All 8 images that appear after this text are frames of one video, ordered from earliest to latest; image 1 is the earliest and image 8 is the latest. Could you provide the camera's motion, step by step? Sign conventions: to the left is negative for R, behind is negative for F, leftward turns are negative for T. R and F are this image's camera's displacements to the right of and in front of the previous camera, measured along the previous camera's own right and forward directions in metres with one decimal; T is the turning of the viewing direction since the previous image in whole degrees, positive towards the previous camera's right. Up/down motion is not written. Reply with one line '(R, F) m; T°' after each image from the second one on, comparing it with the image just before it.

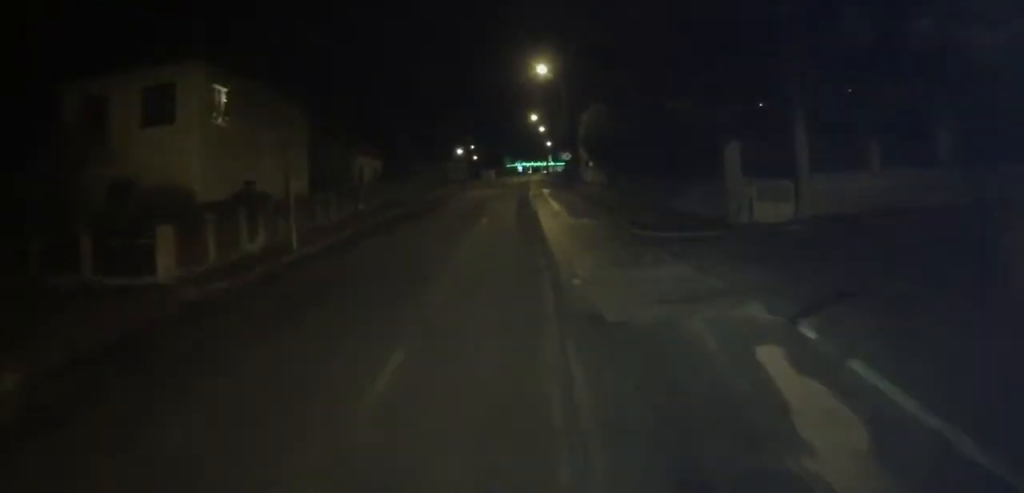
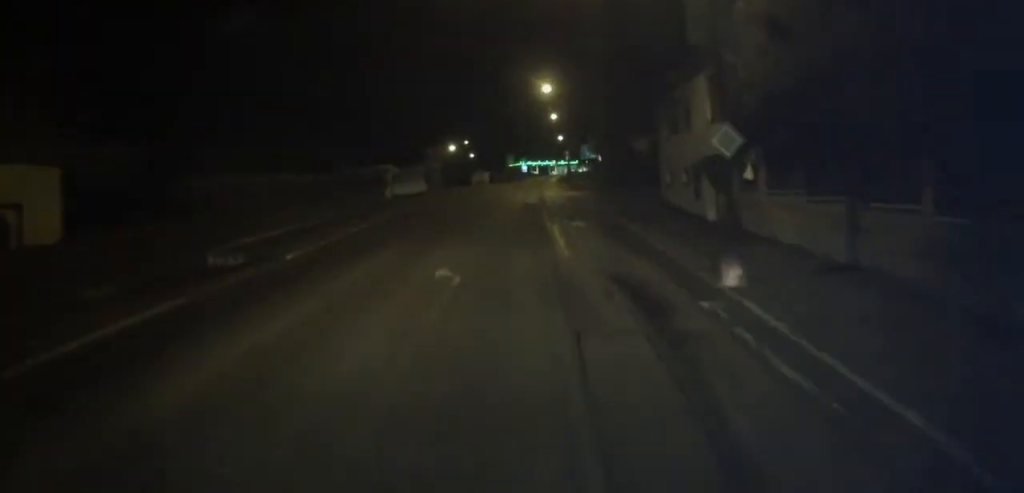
(0.0, +40.2) m; 0°
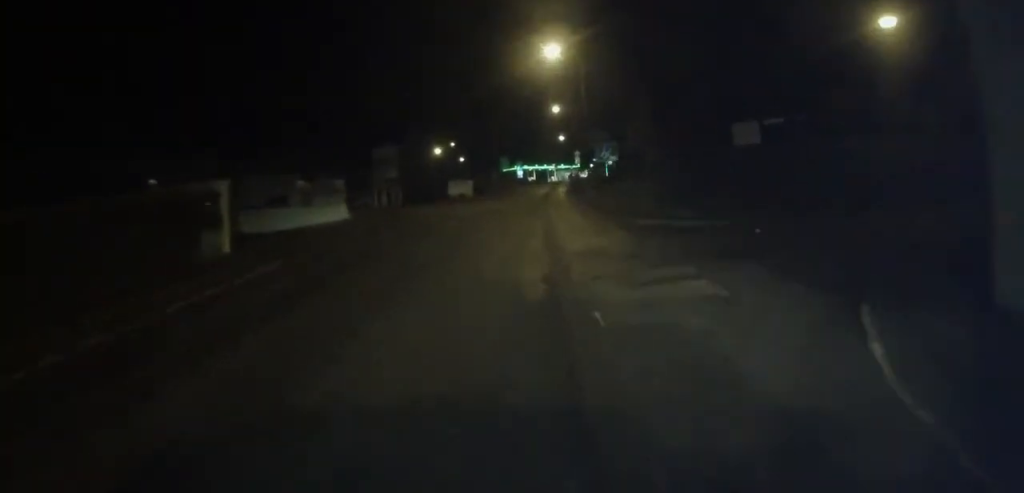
(-0.1, +22.8) m; +1°
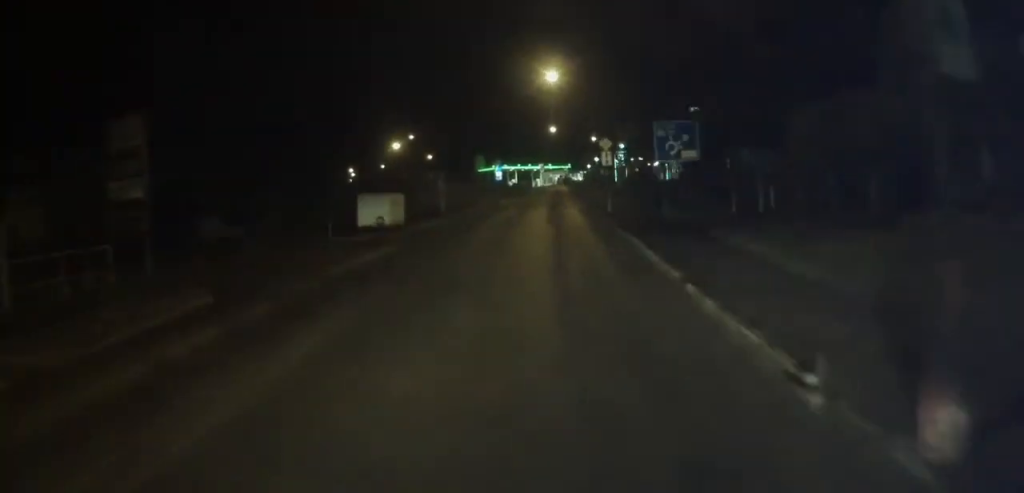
(-0.1, +33.1) m; +1°
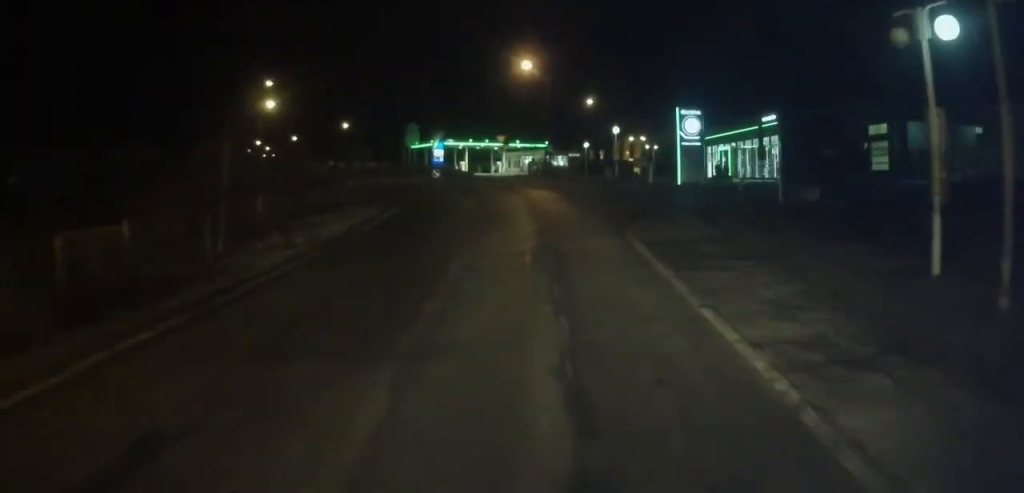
(+0.9, +47.0) m; 0°
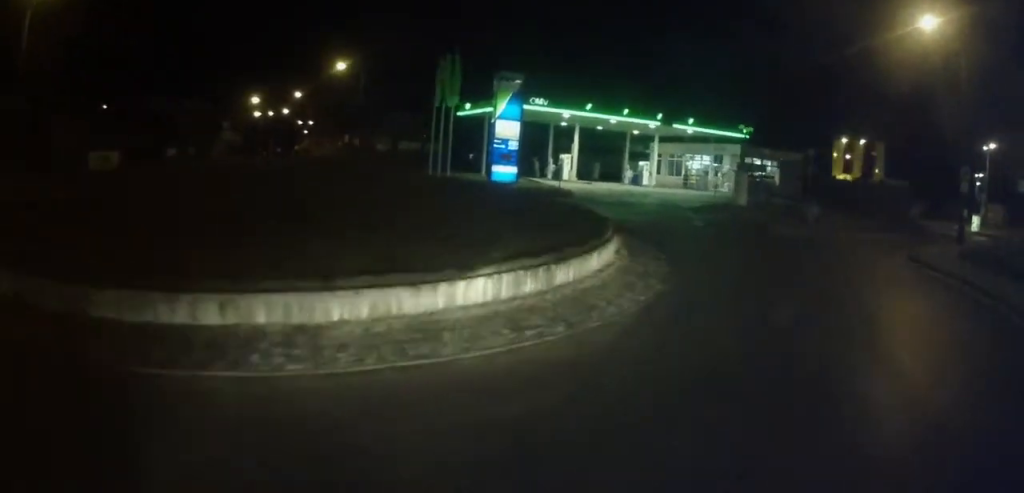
(-0.7, +54.2) m; +3°
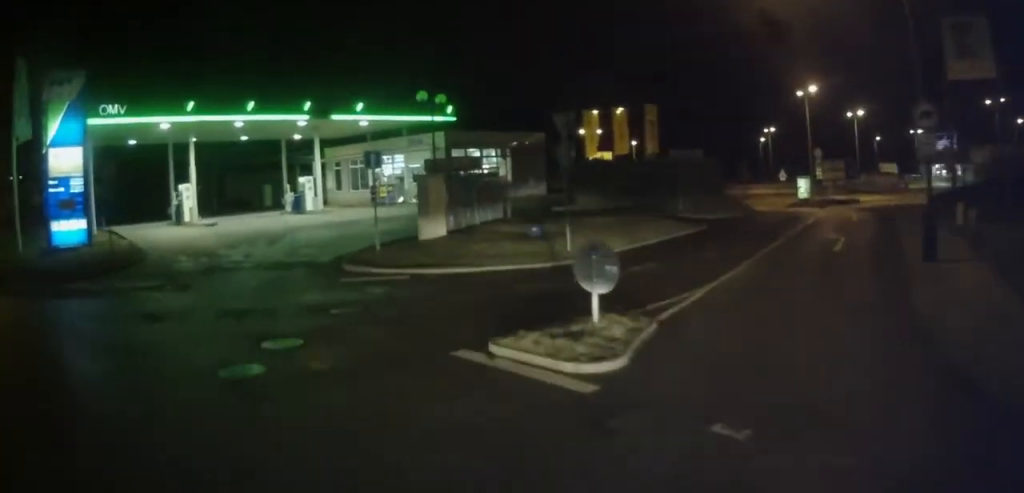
(+2.9, +18.2) m; -14°
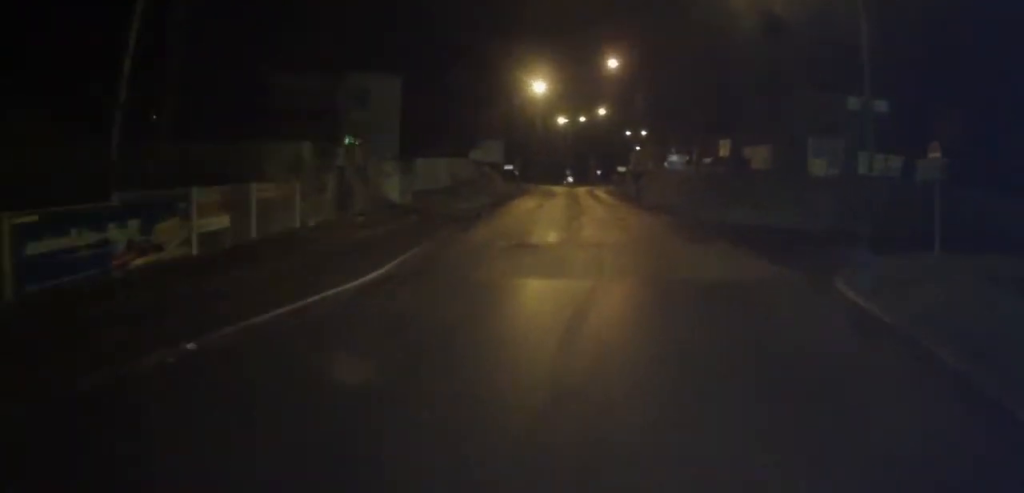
(-18.6, +35.6) m; -25°
